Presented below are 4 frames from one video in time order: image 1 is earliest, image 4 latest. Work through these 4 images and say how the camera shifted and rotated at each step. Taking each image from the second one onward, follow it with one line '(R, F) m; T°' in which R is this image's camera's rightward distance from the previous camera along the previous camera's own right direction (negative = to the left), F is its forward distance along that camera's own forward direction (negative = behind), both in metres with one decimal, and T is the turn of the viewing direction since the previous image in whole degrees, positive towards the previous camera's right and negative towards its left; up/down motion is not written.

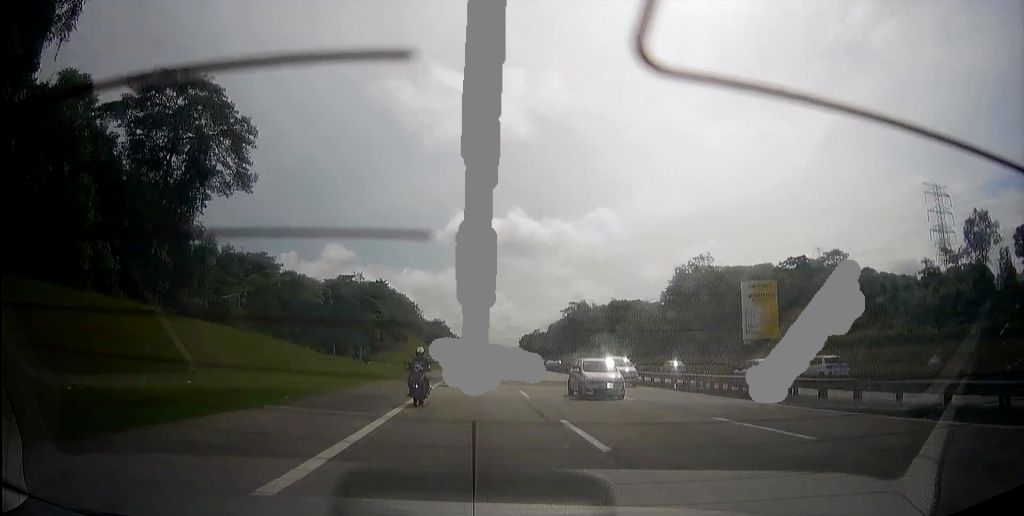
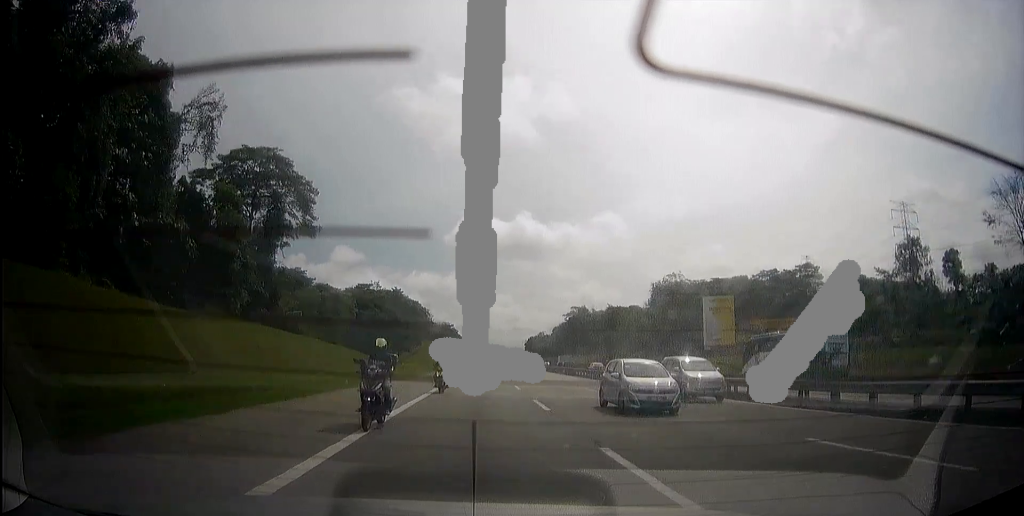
(+0.1, +18.6) m; 0°
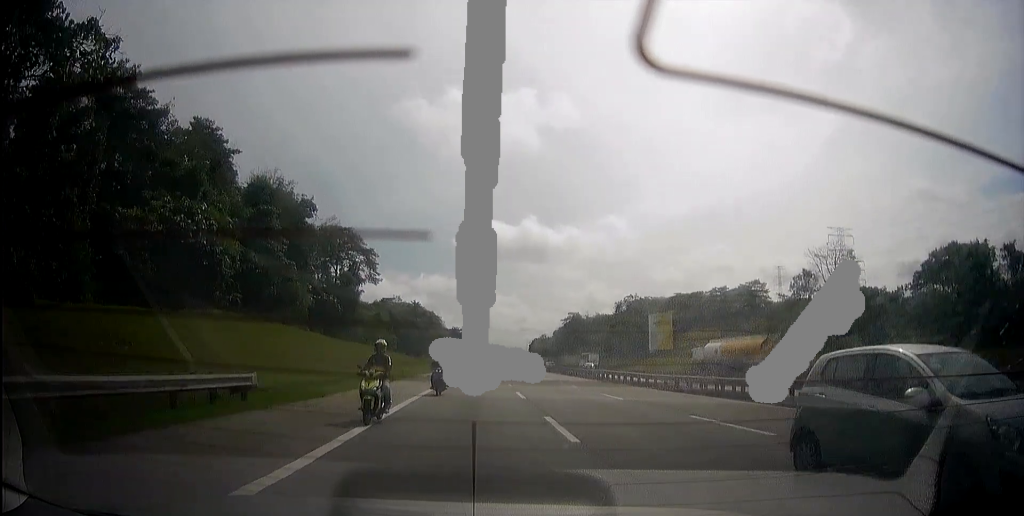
(+0.4, +42.2) m; +1°
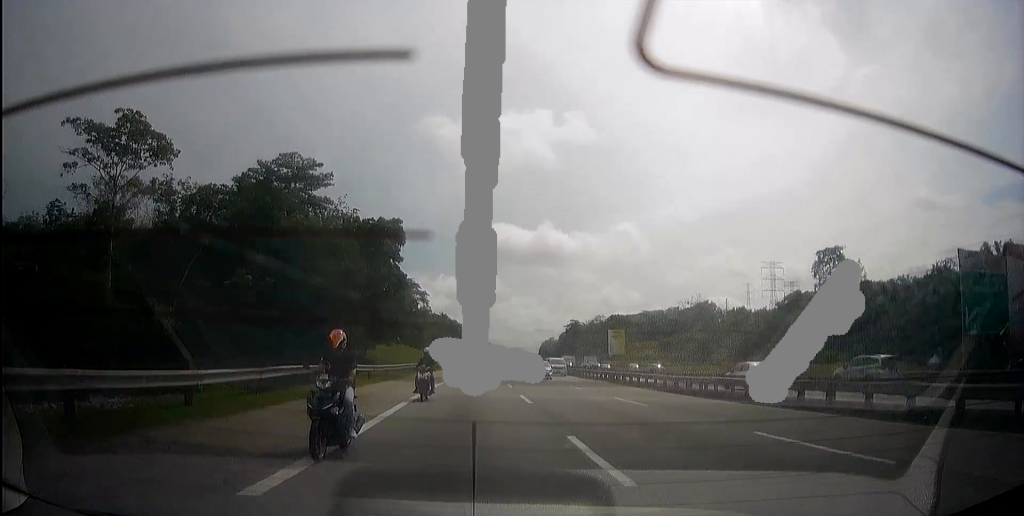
(+0.8, +67.6) m; +2°
